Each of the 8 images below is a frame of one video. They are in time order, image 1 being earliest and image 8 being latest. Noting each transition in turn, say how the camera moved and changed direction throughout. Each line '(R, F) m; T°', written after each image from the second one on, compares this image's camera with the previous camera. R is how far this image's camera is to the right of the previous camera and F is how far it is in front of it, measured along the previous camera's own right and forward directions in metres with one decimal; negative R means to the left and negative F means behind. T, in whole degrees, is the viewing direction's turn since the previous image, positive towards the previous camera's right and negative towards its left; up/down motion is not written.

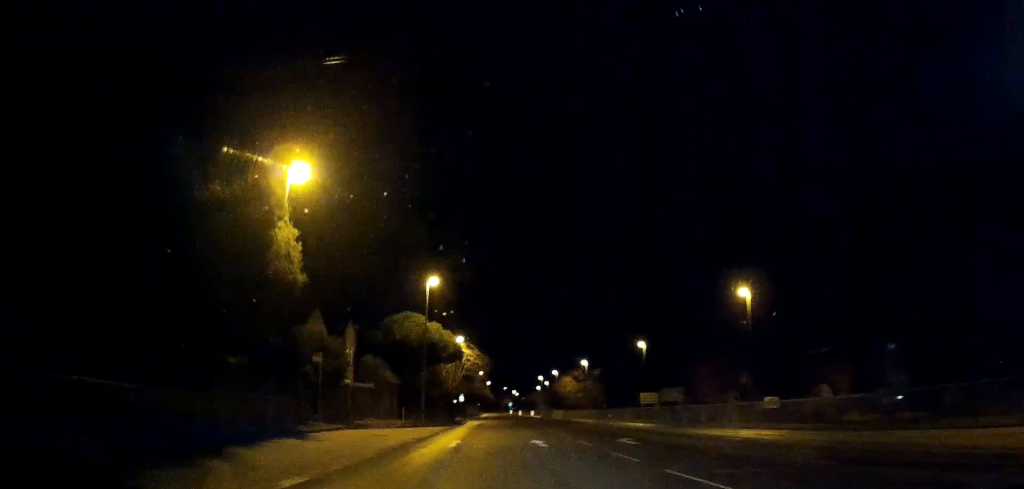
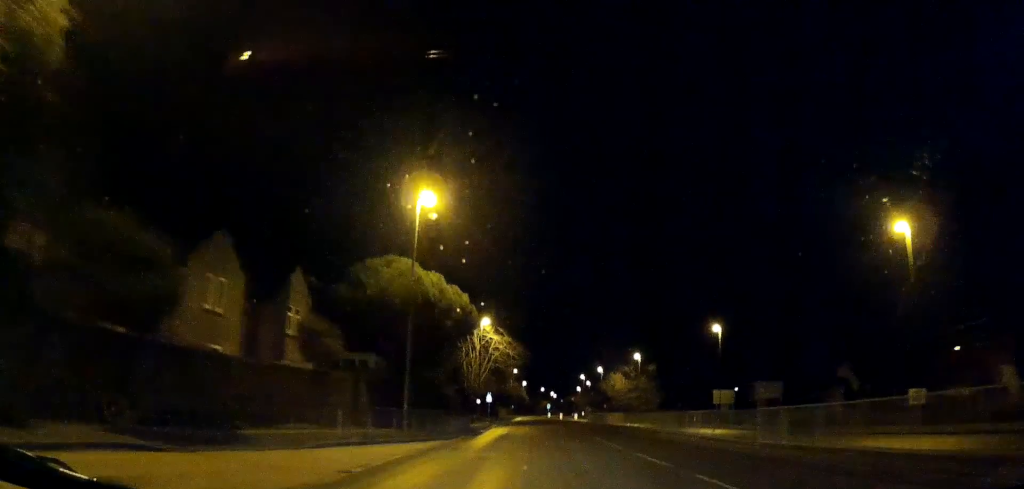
(-1.5, +19.2) m; -4°
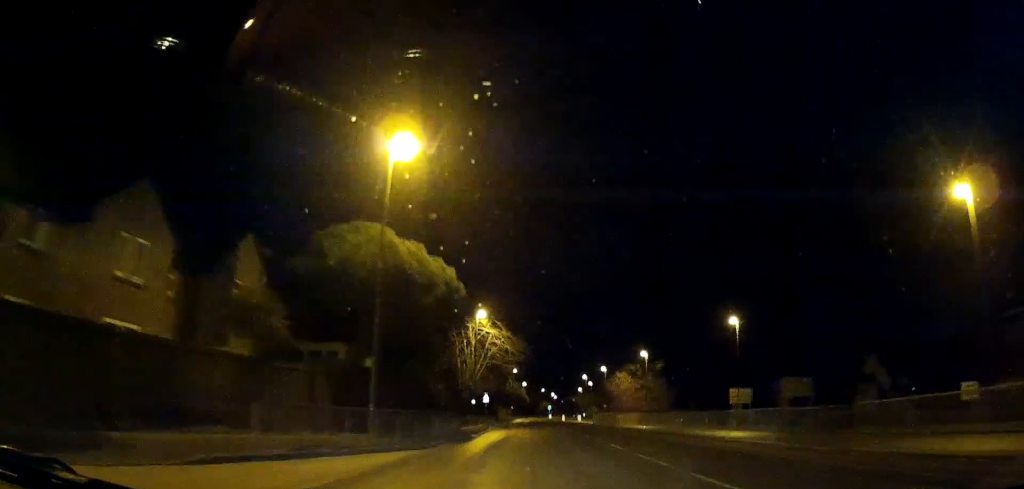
(+0.2, +6.1) m; 0°
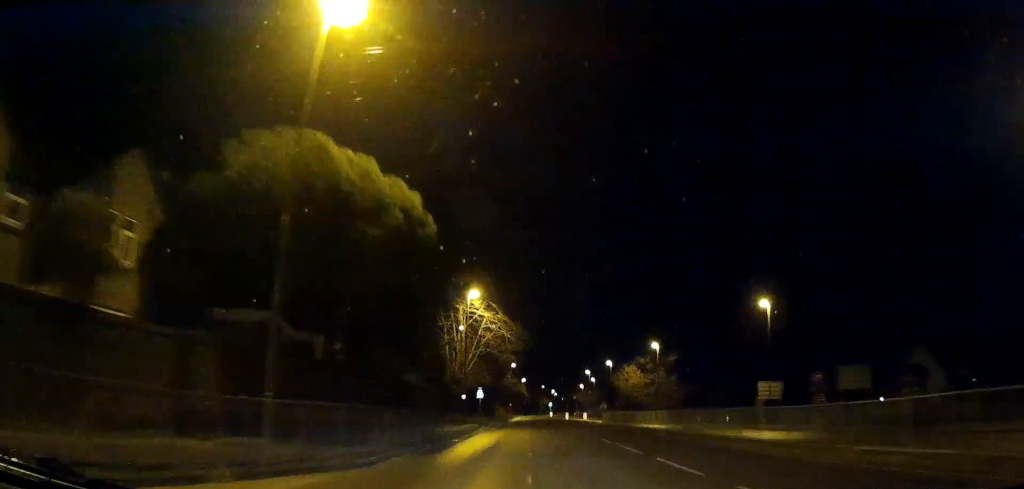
(-0.2, +9.0) m; -1°
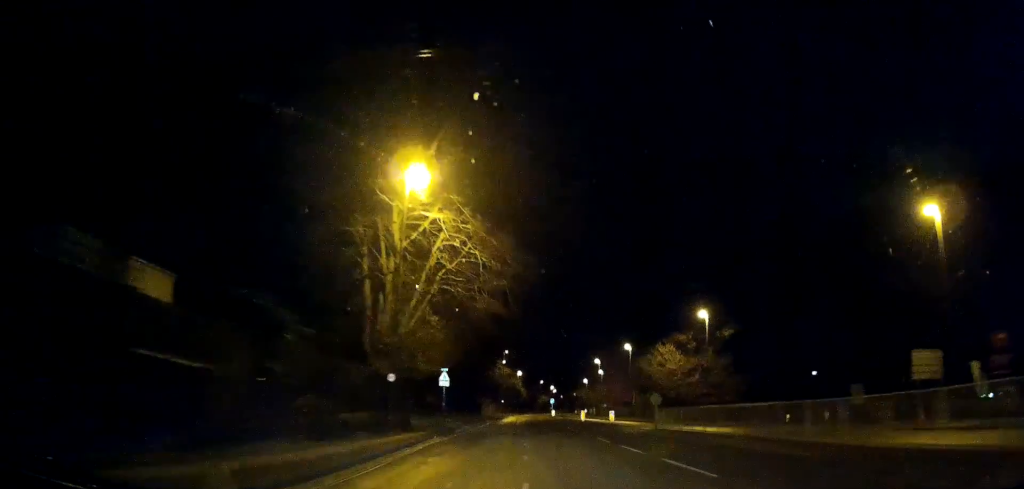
(-0.2, +26.3) m; -1°
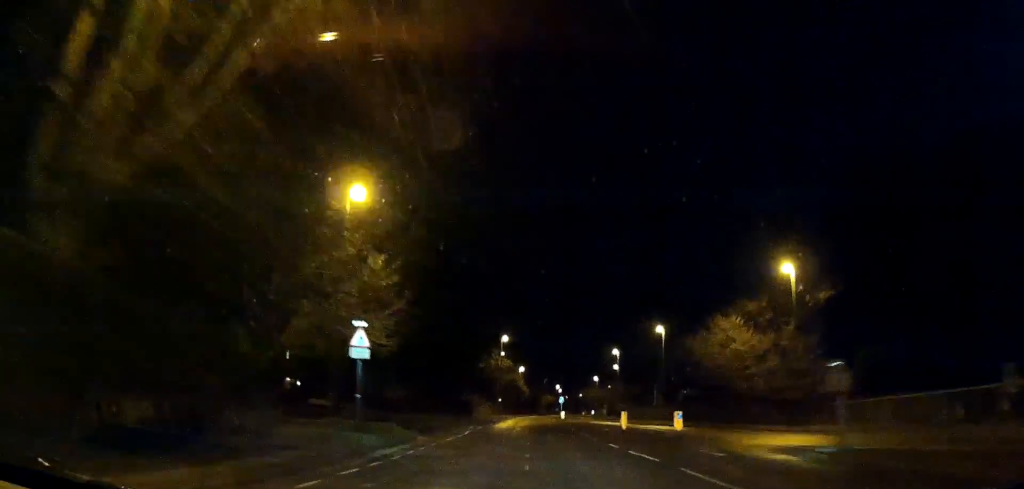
(-0.1, +20.8) m; 0°
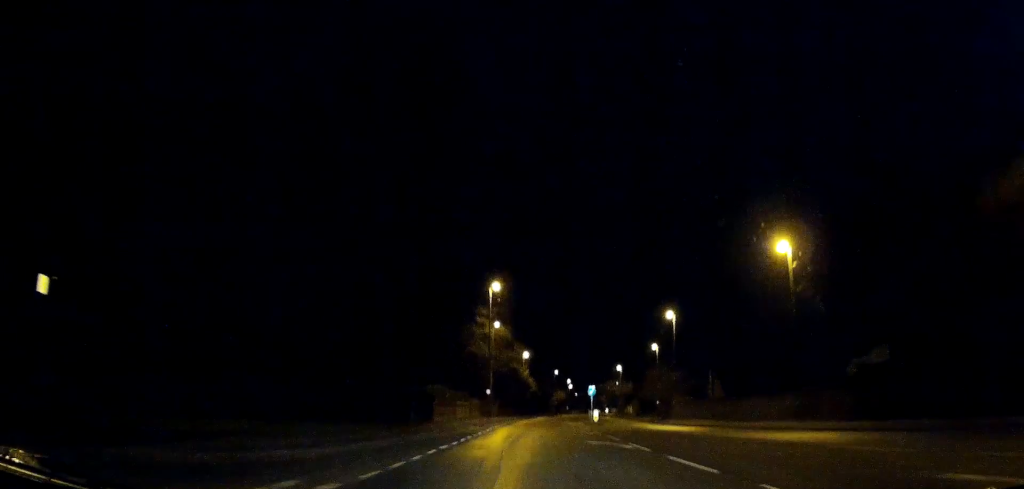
(0.0, +35.0) m; 0°
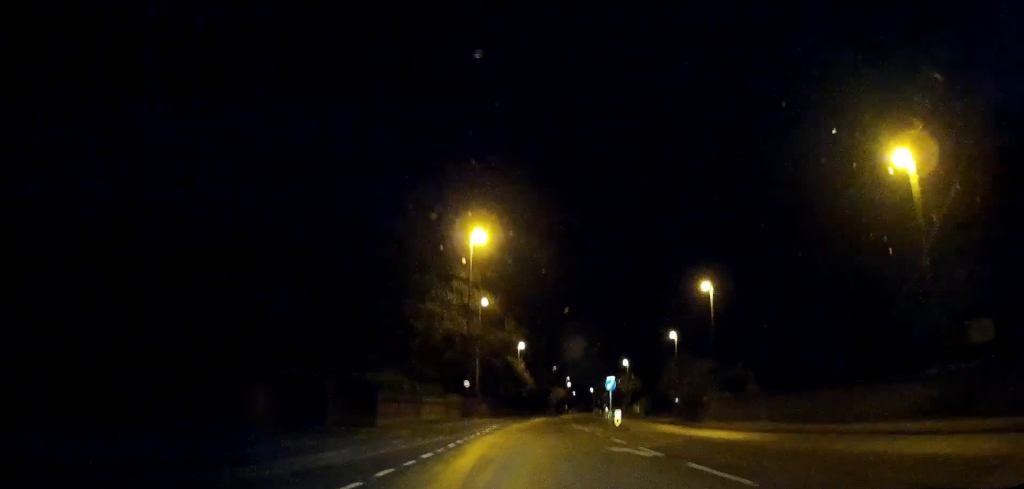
(0.0, +14.3) m; 0°
